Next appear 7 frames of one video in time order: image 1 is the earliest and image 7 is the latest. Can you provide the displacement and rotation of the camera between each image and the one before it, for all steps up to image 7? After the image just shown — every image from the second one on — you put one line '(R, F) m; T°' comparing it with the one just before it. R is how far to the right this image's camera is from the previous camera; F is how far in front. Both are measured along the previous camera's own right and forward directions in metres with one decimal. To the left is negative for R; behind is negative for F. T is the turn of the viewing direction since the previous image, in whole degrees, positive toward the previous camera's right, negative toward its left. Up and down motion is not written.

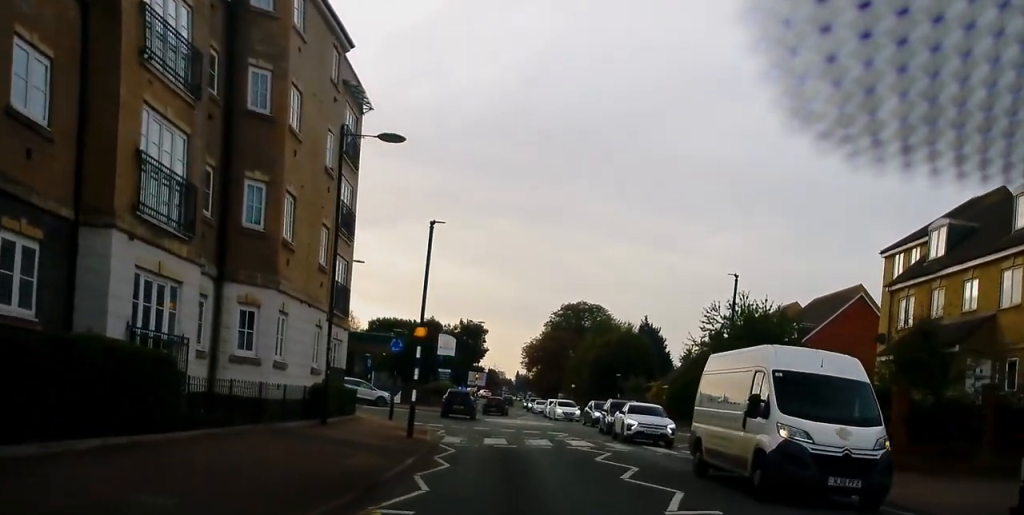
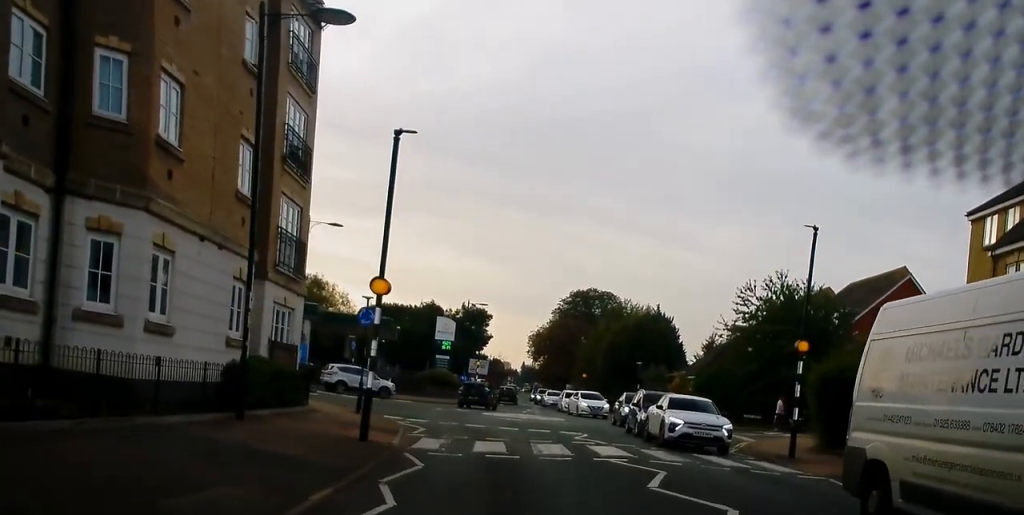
(0.0, +7.2) m; -3°
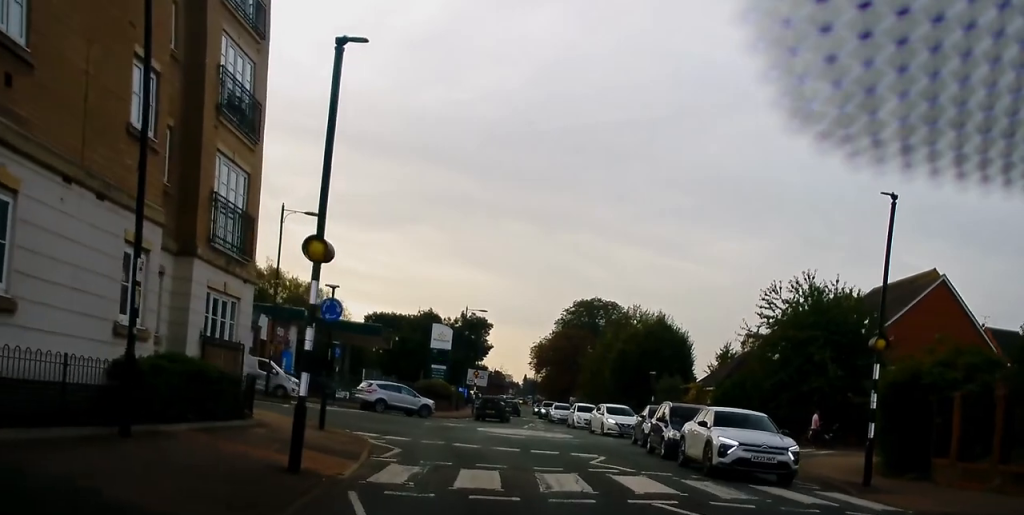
(-0.1, +4.7) m; +4°
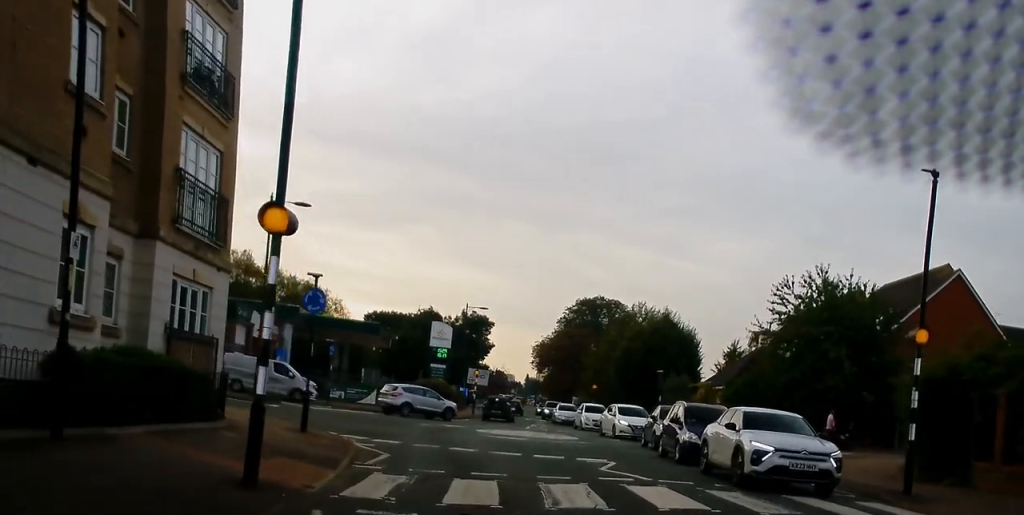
(+0.2, +1.8) m; +2°
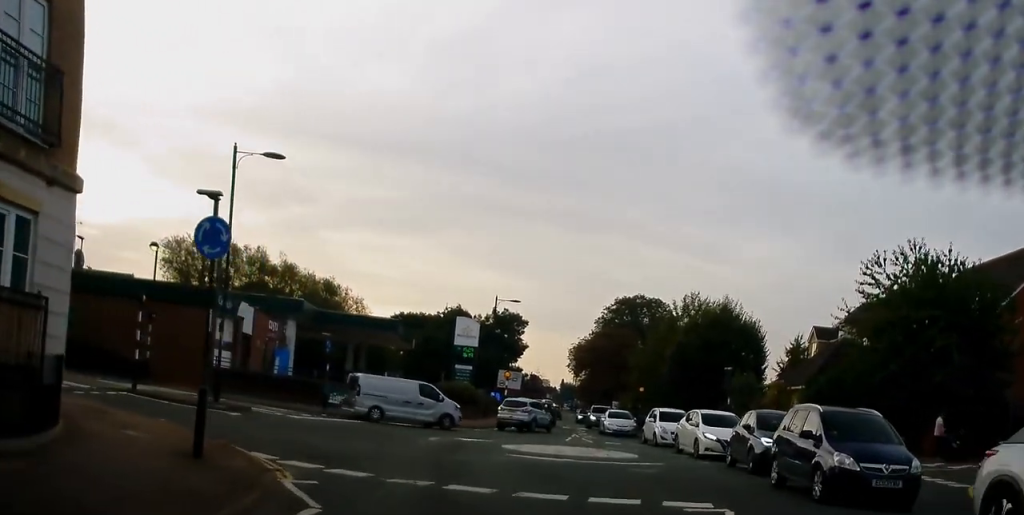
(-0.3, +7.9) m; -7°
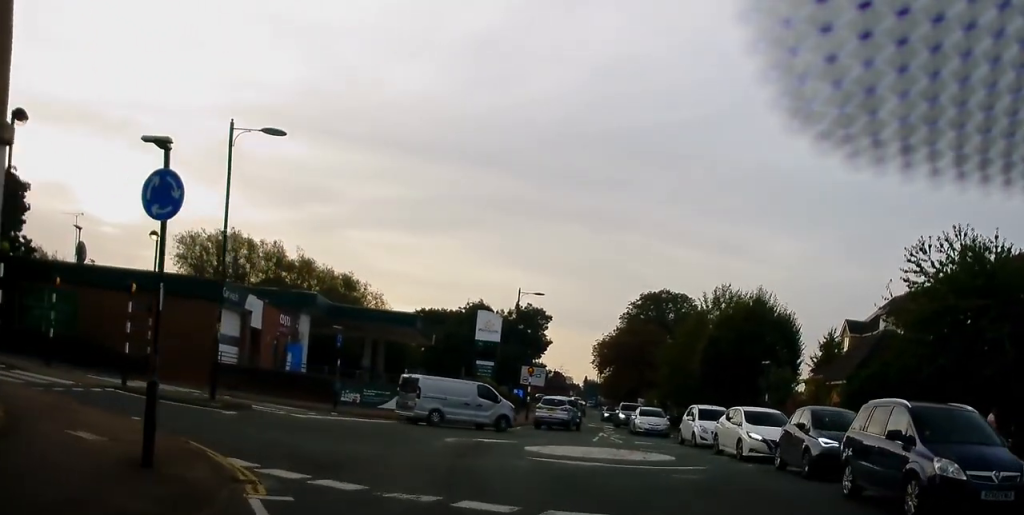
(-0.1, +2.3) m; -1°
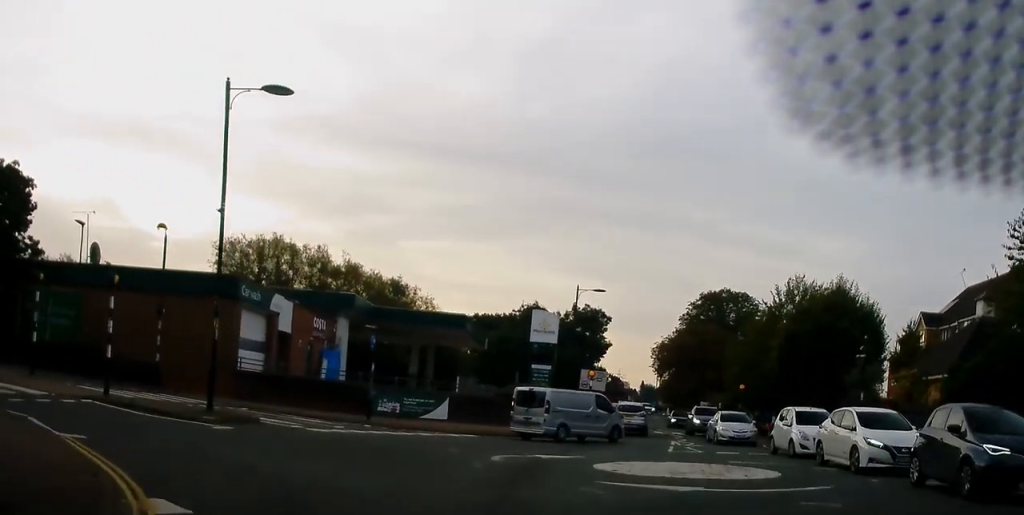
(0.0, +4.3) m; -2°
